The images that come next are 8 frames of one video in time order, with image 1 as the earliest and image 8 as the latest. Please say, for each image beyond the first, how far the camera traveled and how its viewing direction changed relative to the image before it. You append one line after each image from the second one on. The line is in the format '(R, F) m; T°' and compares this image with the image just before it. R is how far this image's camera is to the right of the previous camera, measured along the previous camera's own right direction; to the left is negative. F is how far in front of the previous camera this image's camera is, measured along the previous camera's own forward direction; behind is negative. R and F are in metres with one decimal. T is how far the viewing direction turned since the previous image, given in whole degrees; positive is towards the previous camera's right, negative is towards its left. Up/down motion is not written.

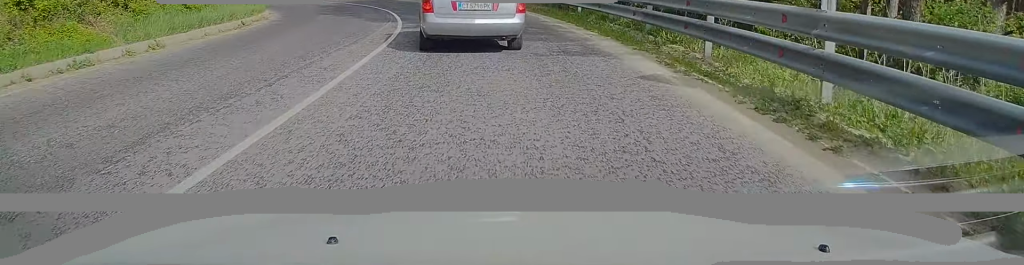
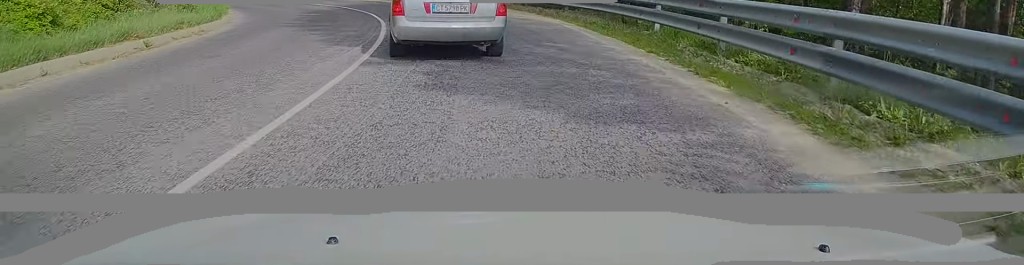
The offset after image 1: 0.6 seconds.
(-0.2, +7.6) m; -4°
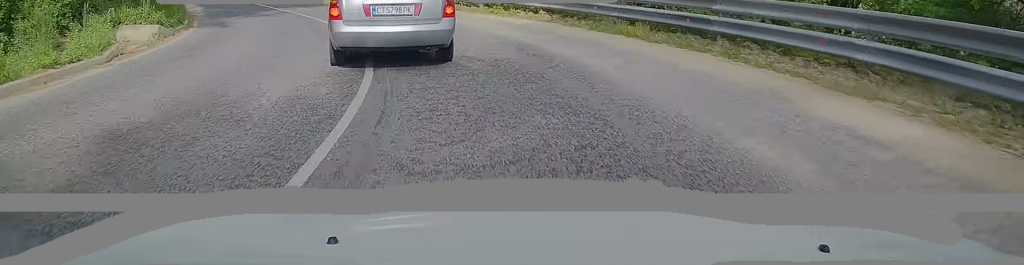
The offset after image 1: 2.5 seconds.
(-2.8, +21.6) m; -16°
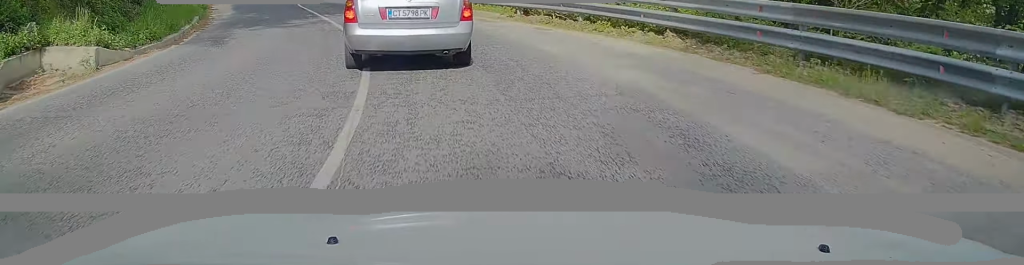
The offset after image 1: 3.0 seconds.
(-0.3, +6.0) m; -7°
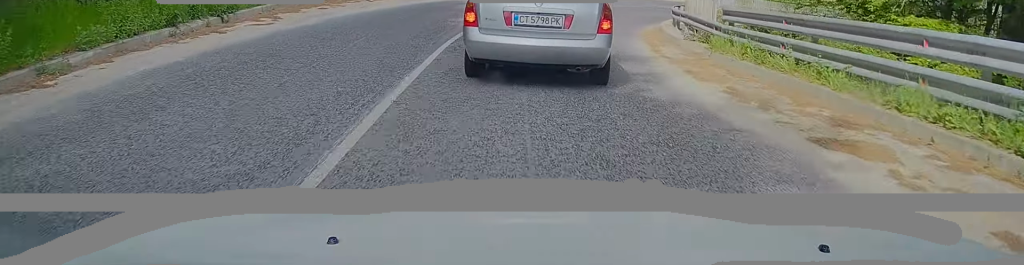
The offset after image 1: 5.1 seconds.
(-4.5, +21.8) m; -15°
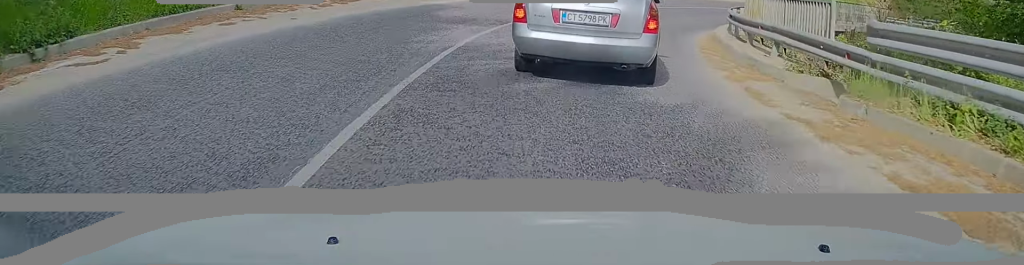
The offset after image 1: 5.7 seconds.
(0.0, +6.3) m; +2°
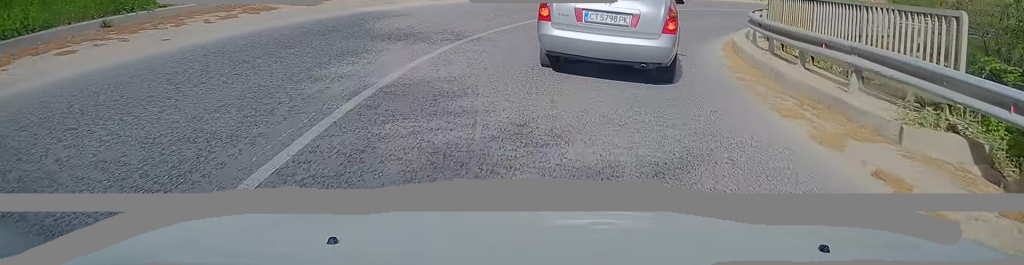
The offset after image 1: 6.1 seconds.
(+0.1, +4.1) m; +2°
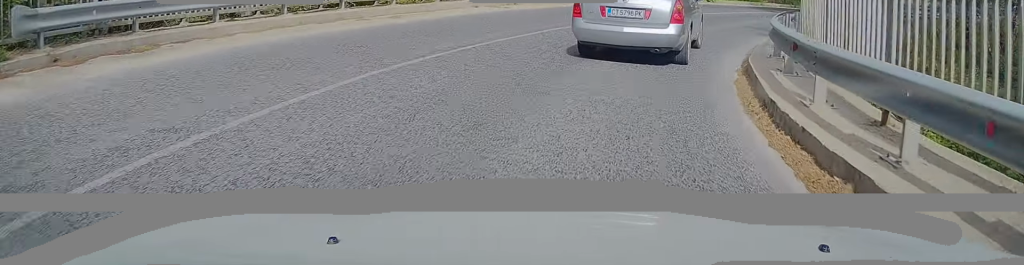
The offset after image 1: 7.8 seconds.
(+1.5, +14.4) m; +15°
